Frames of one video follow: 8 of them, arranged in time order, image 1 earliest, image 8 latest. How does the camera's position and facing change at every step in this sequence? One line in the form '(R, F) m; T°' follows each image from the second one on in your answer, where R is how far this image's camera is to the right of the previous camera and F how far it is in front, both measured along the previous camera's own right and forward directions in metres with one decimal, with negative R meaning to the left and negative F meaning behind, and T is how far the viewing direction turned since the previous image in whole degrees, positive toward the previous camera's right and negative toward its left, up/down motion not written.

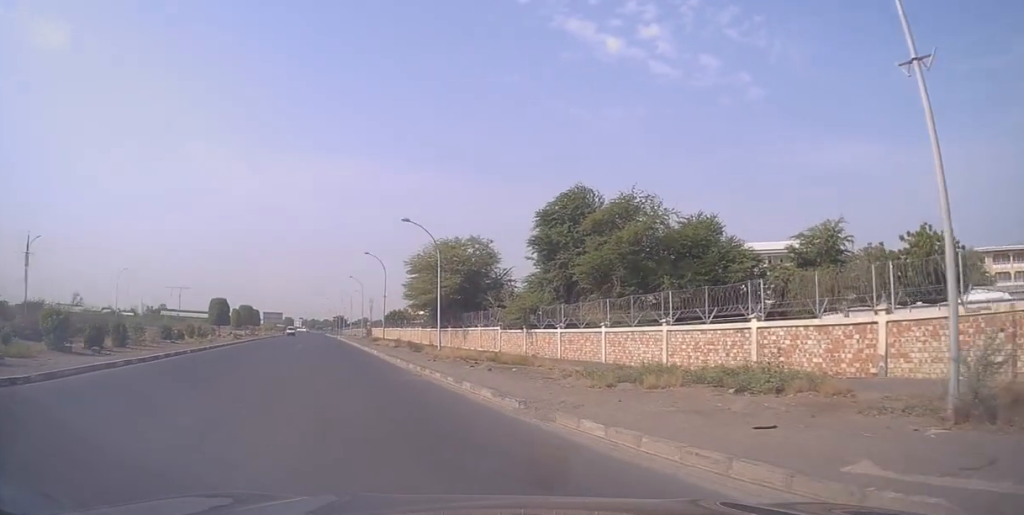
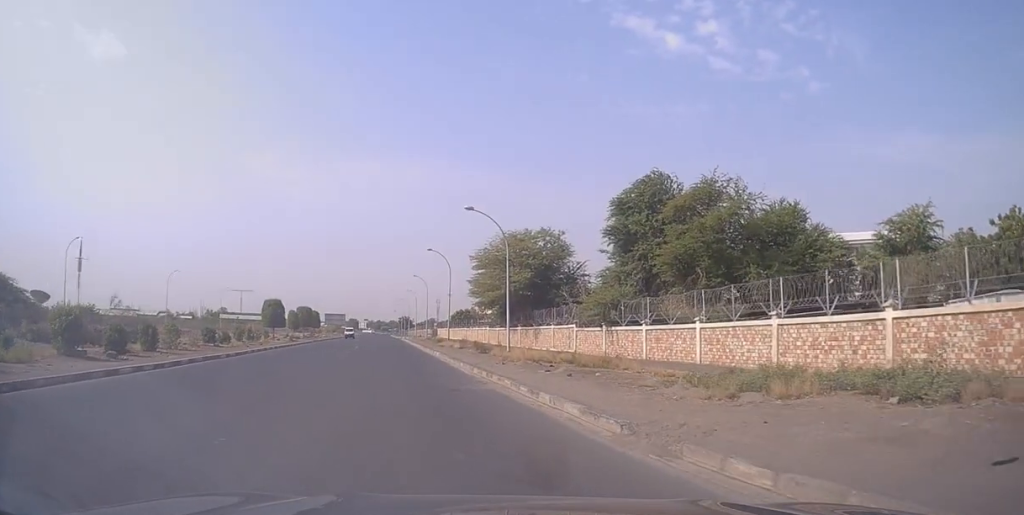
(-0.6, +3.1) m; -11°
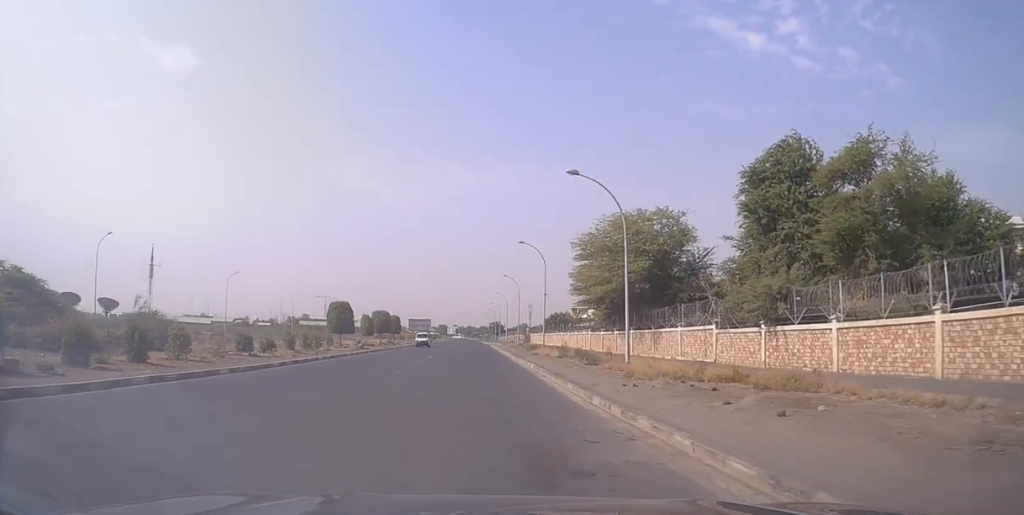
(-1.0, +7.7) m; -12°
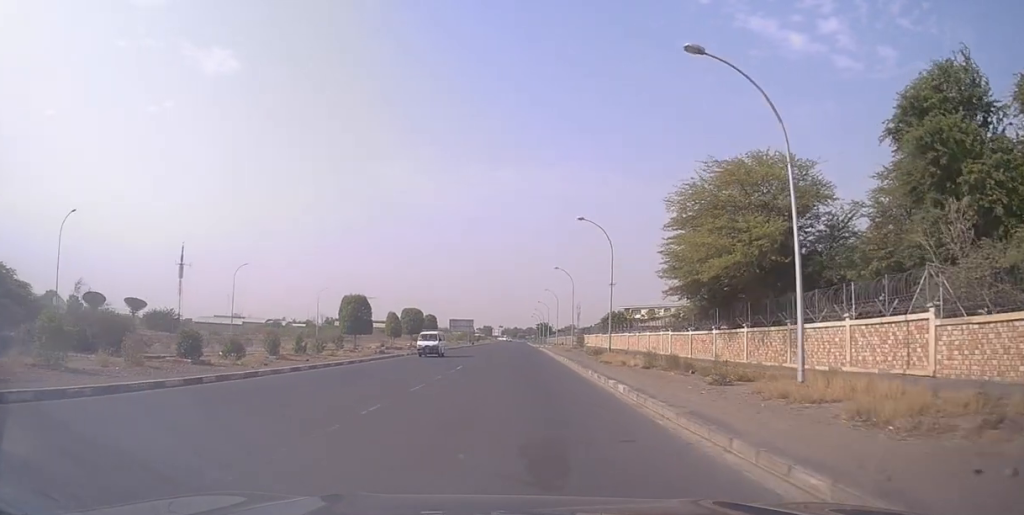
(-0.5, +11.1) m; -3°
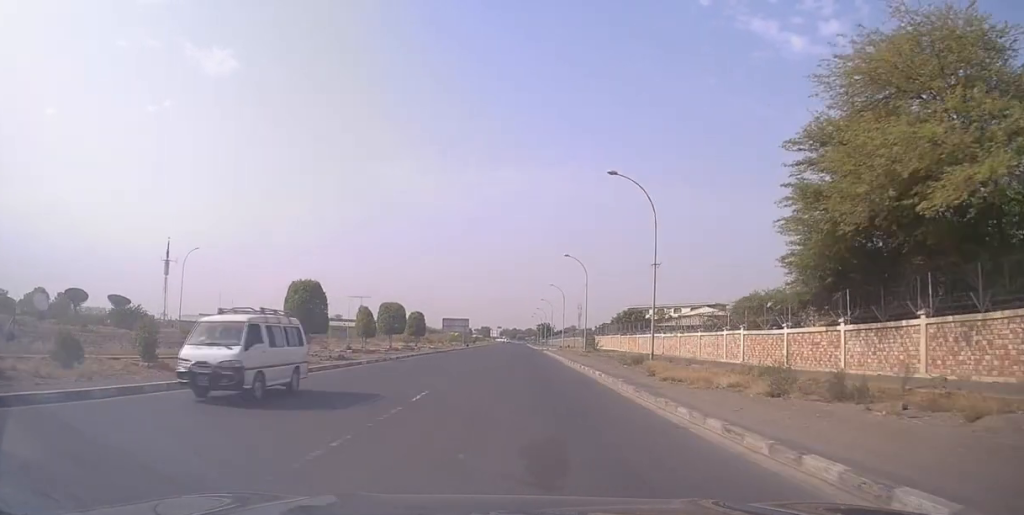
(-0.2, +12.2) m; -3°
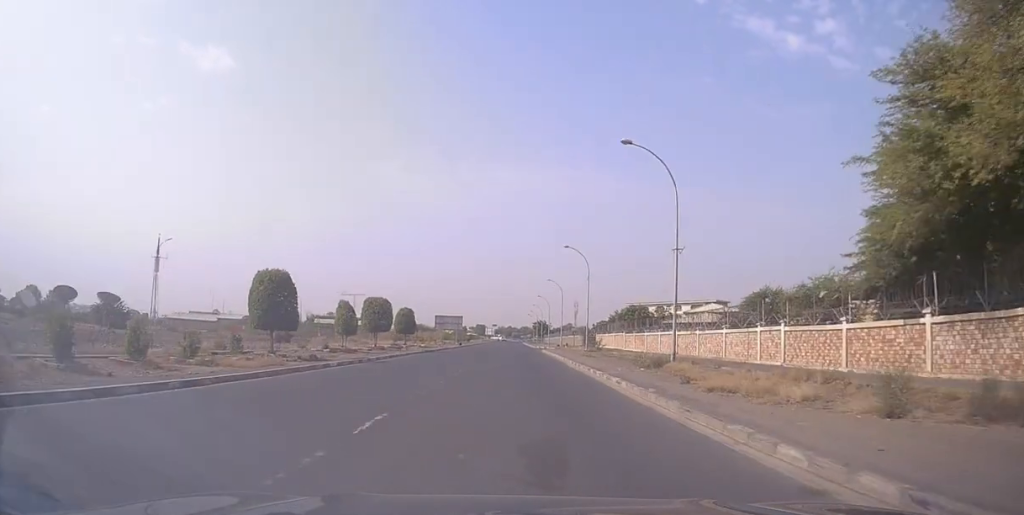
(0.0, +4.6) m; -2°
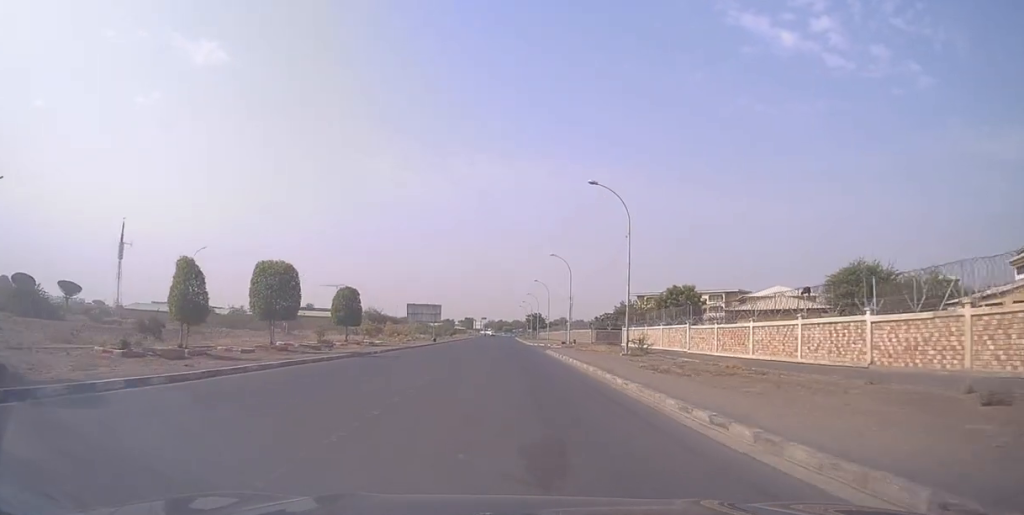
(-0.3, +23.0) m; +2°
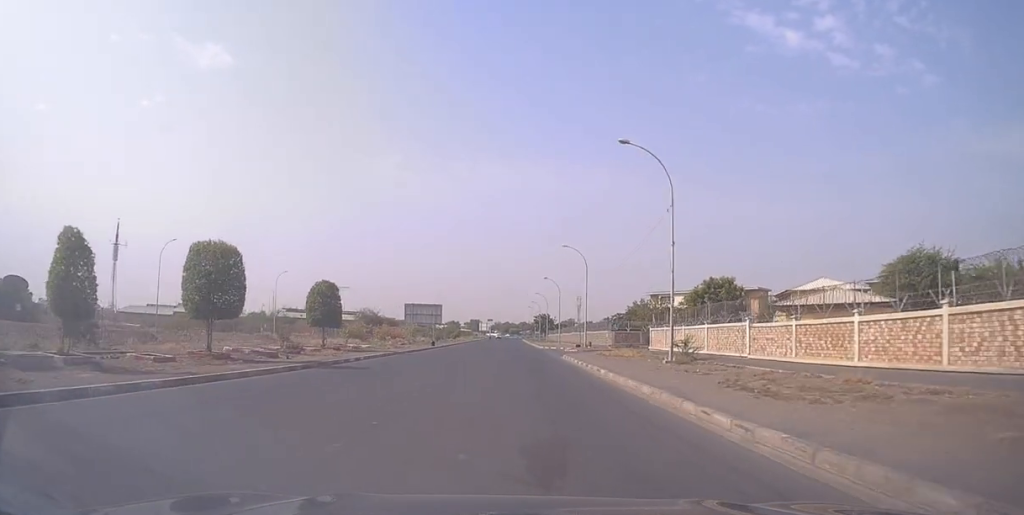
(+0.3, +8.6) m; +1°
